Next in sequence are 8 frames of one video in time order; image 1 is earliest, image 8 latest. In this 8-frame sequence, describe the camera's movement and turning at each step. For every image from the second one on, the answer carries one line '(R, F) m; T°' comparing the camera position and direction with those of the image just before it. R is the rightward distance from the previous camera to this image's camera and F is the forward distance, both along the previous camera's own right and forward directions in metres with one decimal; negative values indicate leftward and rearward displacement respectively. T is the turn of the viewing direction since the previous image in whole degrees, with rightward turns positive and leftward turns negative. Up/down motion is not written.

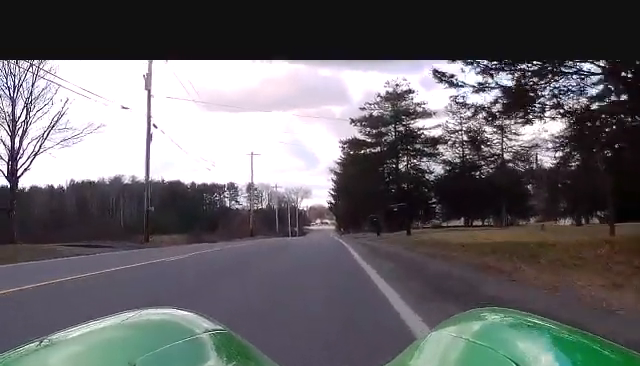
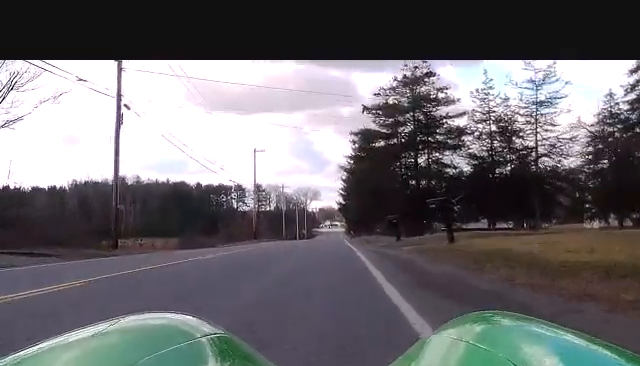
(0.0, +8.9) m; -2°
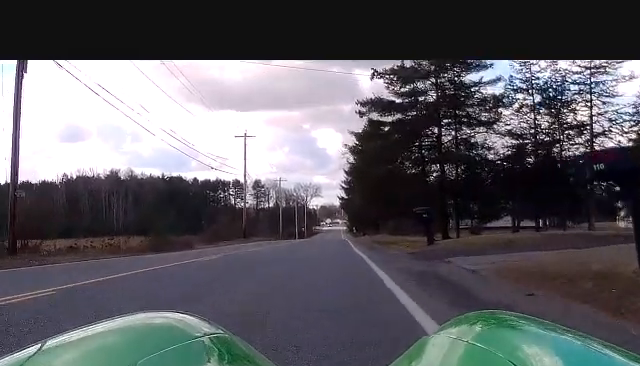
(-0.1, +13.2) m; 0°
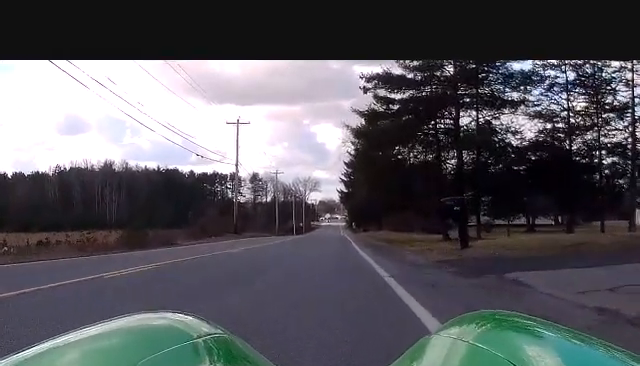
(-0.1, +7.0) m; +1°
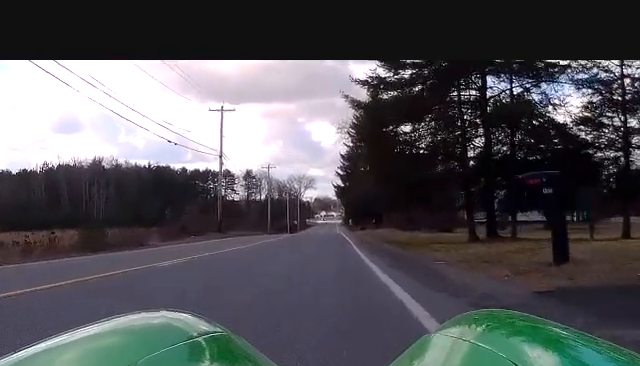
(+0.2, +8.8) m; +1°
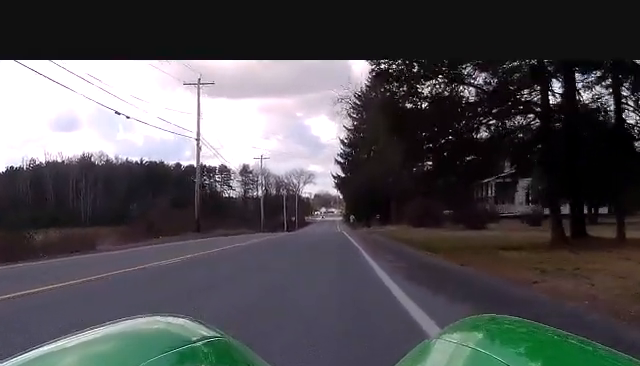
(-0.3, +12.1) m; -2°
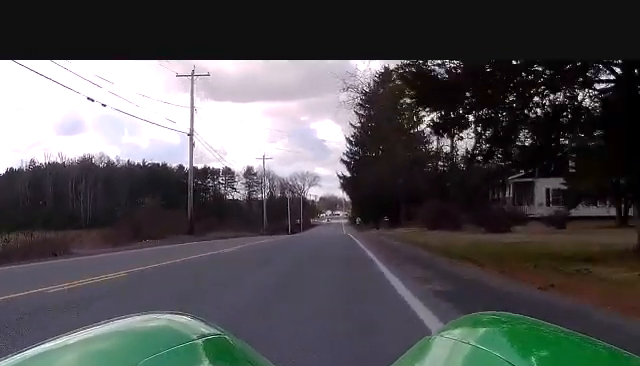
(+0.1, +5.3) m; +1°
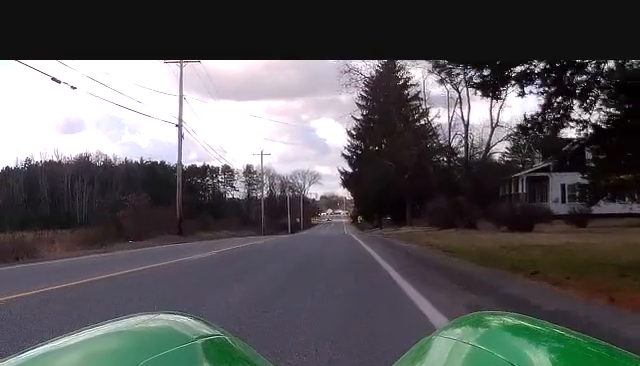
(+0.1, +4.4) m; +1°
